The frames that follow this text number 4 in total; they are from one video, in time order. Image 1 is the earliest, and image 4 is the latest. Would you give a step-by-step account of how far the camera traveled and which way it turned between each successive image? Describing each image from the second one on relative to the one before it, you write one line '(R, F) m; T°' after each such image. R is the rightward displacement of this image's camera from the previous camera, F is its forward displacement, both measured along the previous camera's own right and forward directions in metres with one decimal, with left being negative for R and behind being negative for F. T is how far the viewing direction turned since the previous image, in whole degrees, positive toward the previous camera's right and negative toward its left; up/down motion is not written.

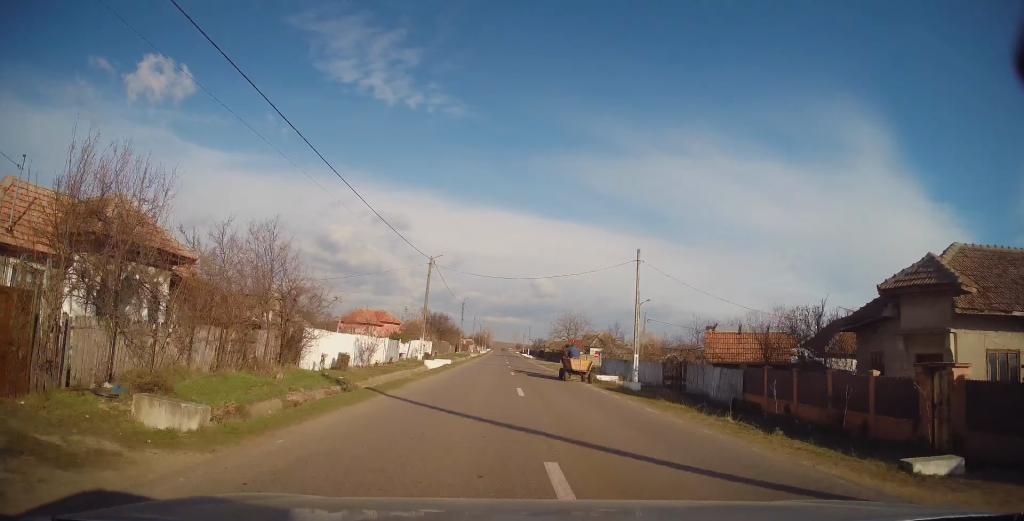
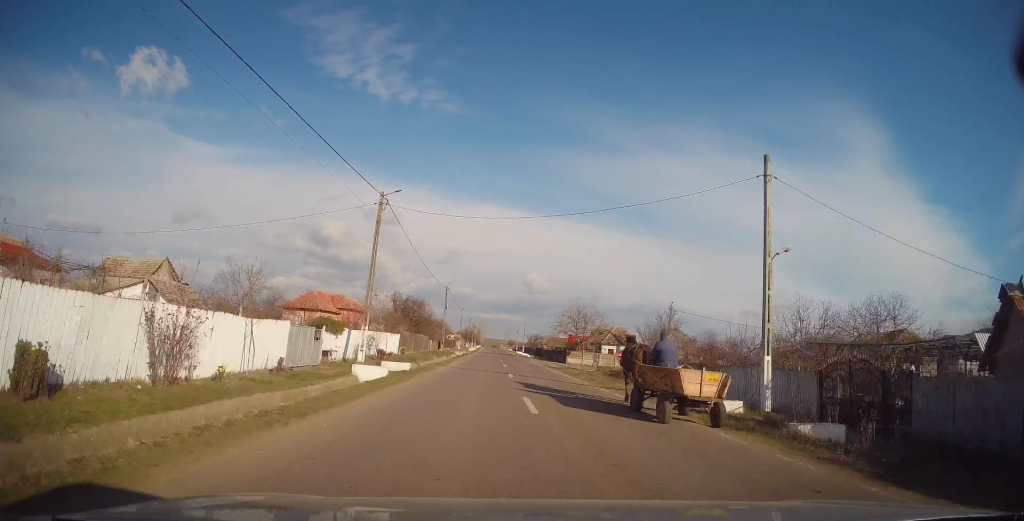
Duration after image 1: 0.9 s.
(-0.2, +16.7) m; +2°
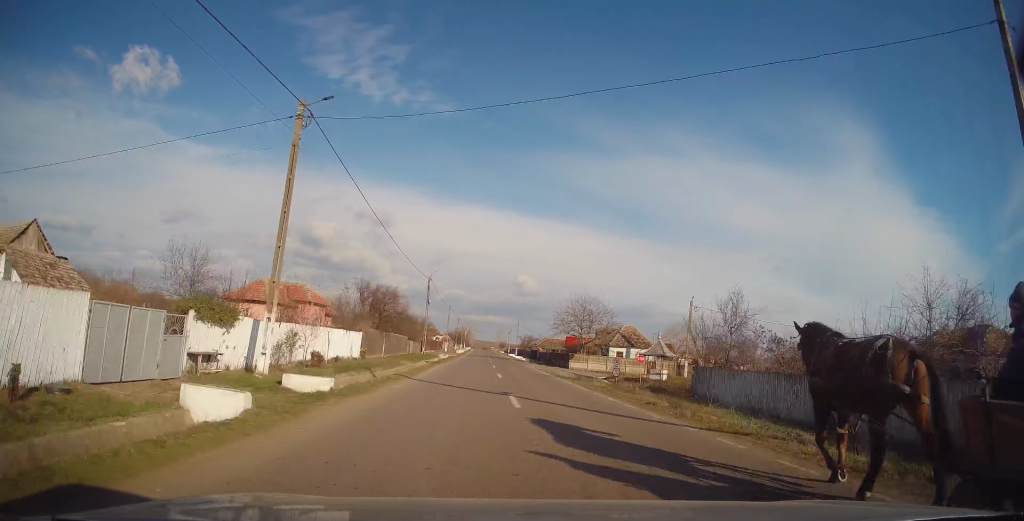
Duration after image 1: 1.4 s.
(+0.5, +10.2) m; +1°
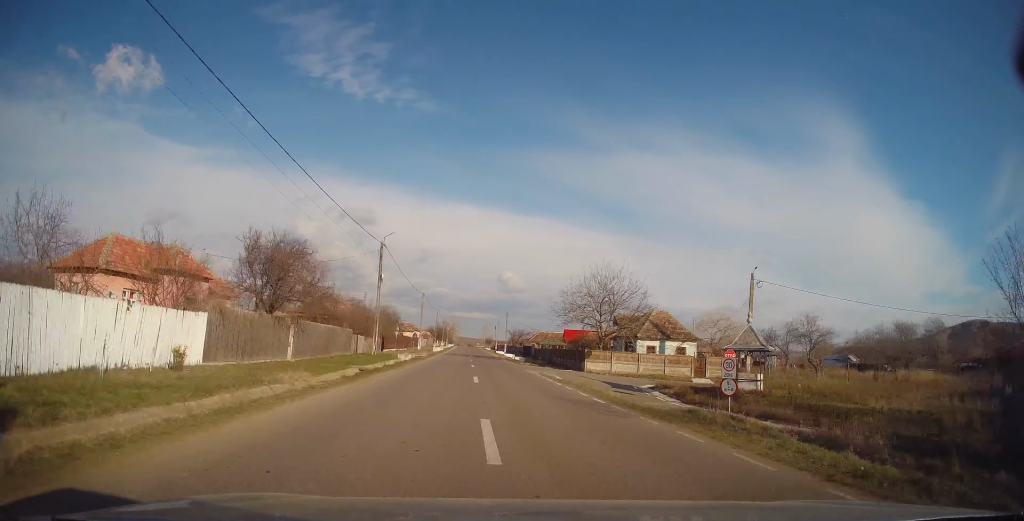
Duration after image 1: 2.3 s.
(+0.3, +18.0) m; 0°
